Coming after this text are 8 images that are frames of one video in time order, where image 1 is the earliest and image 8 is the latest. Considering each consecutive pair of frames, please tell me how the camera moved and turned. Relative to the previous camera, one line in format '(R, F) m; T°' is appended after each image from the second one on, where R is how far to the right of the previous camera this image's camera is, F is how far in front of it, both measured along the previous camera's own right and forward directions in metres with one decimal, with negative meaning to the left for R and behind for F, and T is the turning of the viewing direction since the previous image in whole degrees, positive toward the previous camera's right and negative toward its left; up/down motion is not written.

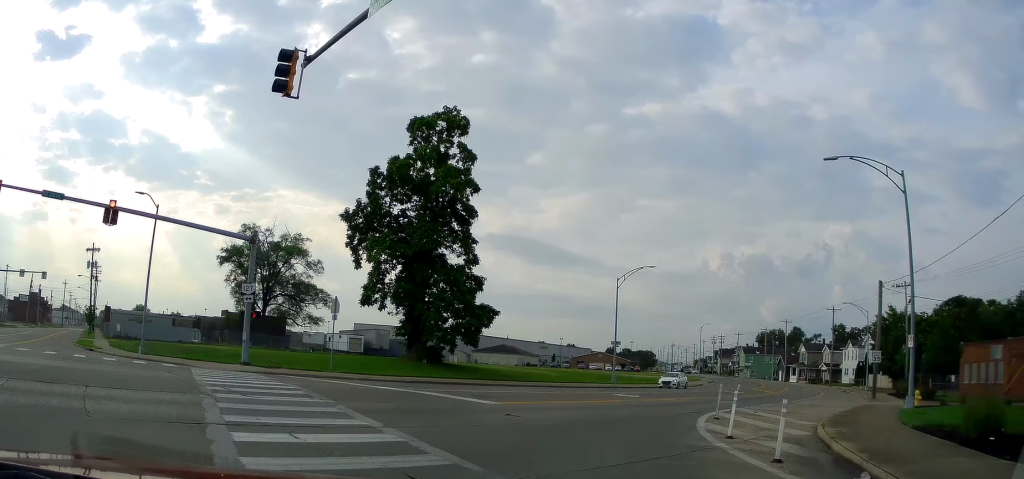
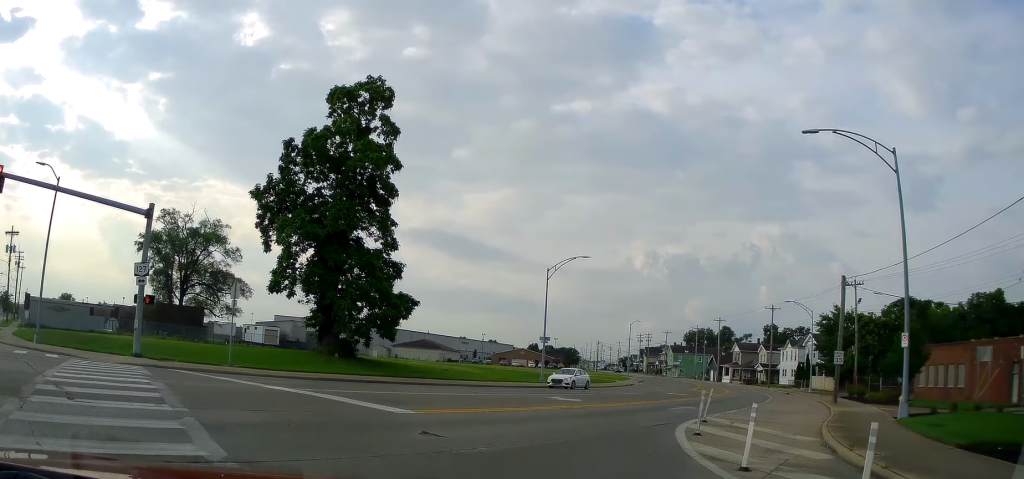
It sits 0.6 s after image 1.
(0.0, +2.4) m; +1°
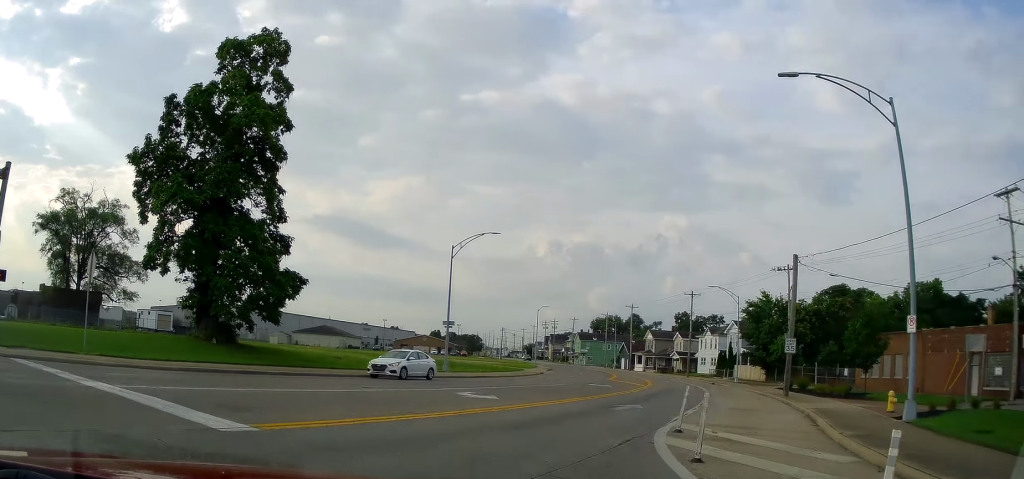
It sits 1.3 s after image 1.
(+0.1, +2.9) m; +3°
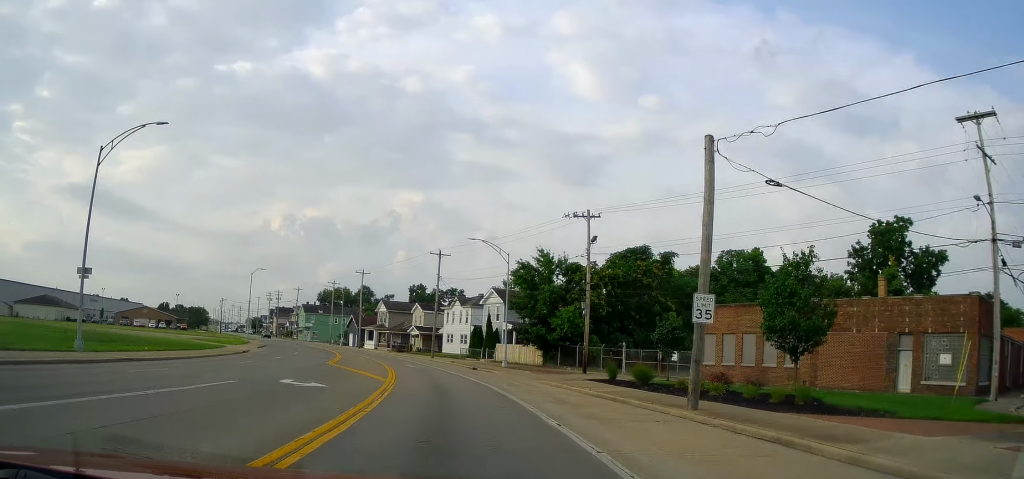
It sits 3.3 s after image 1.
(+3.4, +11.5) m; +30°
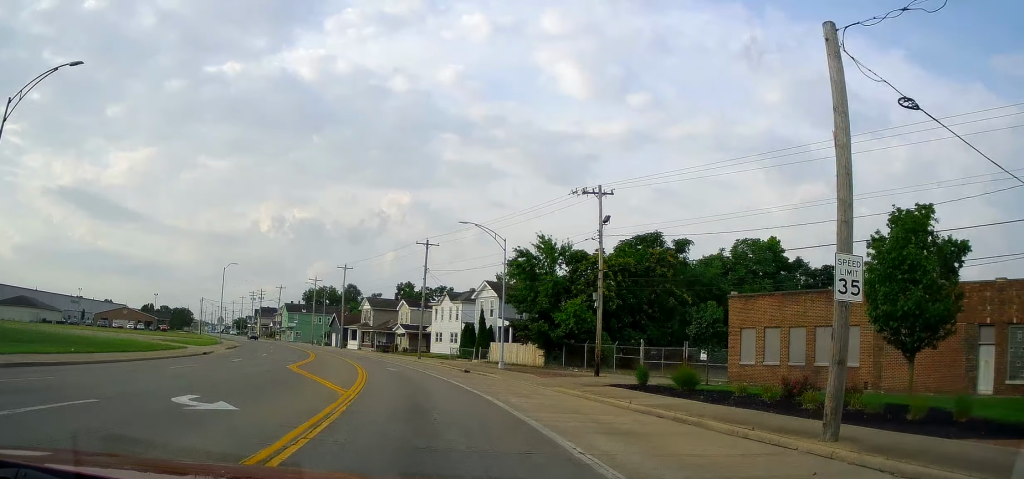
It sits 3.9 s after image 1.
(+0.2, +5.3) m; +2°
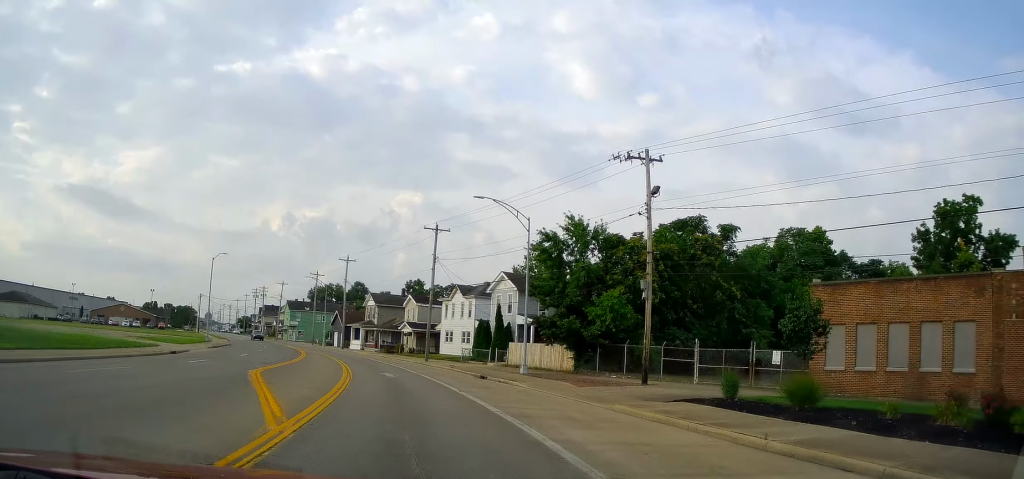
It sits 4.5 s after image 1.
(+0.1, +5.7) m; +2°
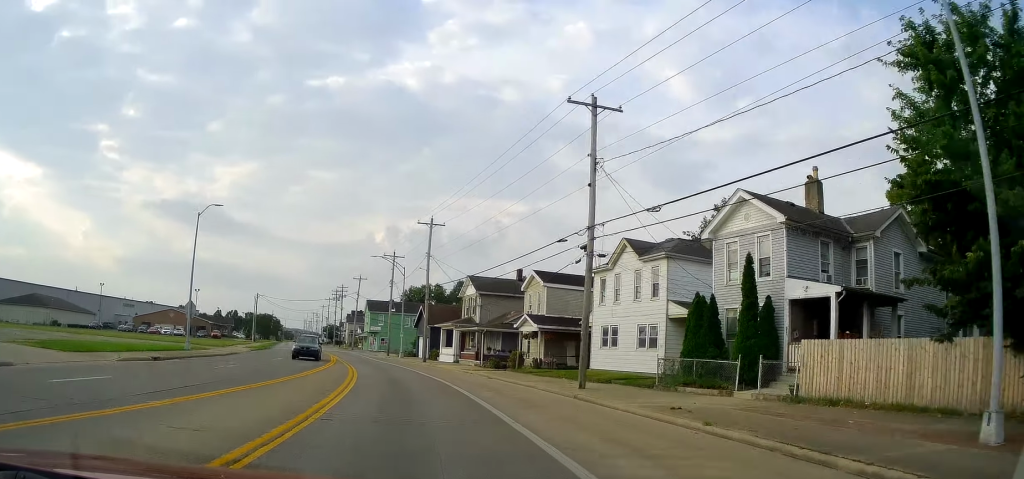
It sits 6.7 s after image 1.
(+2.4, +24.0) m; +5°
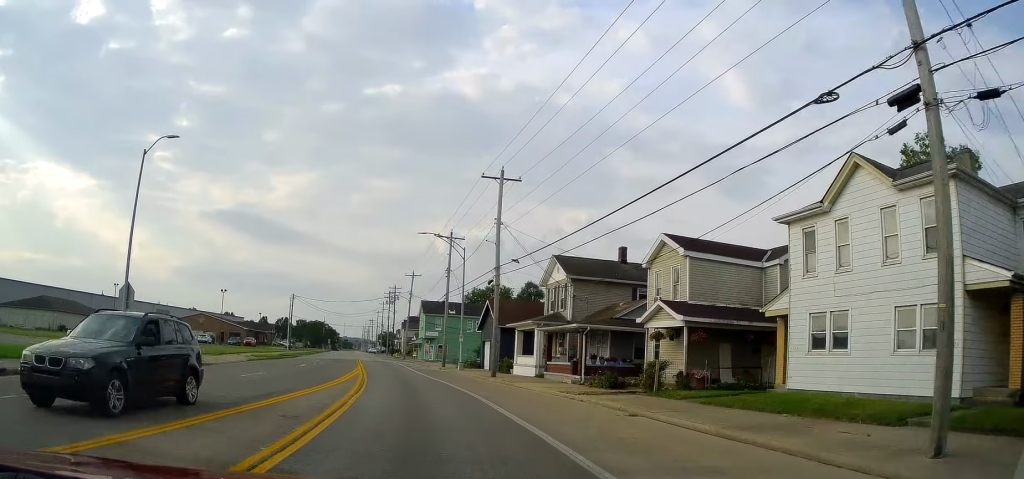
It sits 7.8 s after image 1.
(-0.8, +13.7) m; -5°
